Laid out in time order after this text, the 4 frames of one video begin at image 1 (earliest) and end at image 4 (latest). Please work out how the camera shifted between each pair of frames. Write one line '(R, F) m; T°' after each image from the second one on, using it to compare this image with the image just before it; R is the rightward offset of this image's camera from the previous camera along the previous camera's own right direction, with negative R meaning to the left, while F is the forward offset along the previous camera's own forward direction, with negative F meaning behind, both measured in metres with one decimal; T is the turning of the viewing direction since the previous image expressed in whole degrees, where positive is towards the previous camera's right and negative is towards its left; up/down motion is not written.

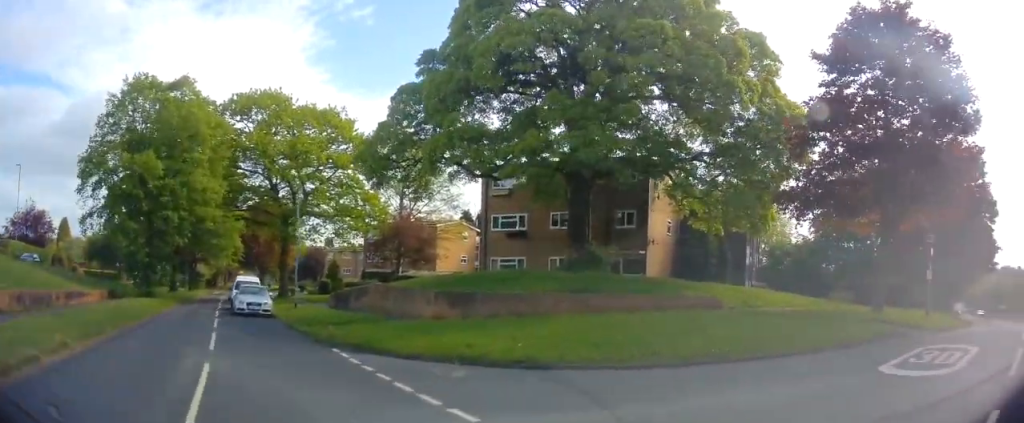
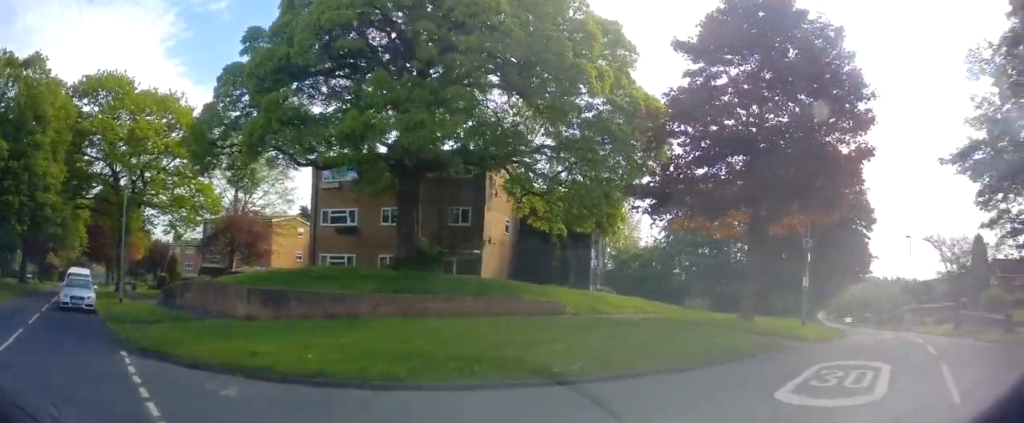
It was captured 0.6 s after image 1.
(+0.5, +1.8) m; +18°
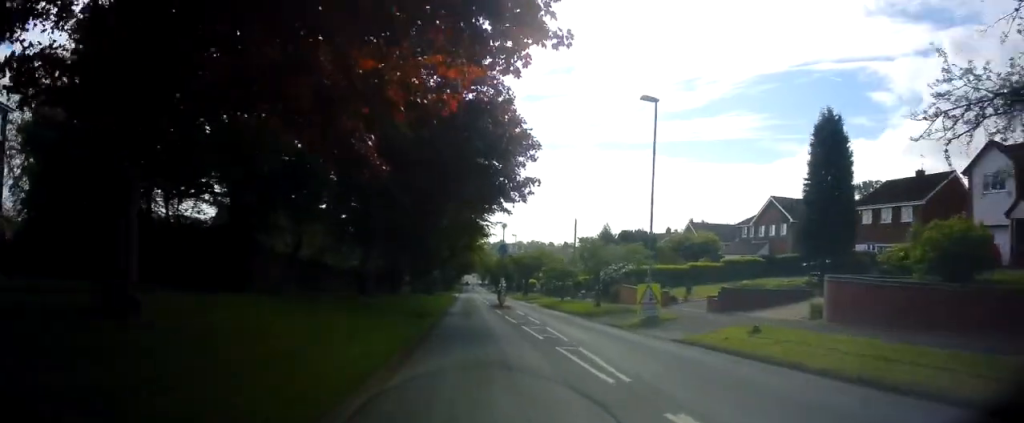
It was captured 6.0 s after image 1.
(+12.3, +28.7) m; +25°
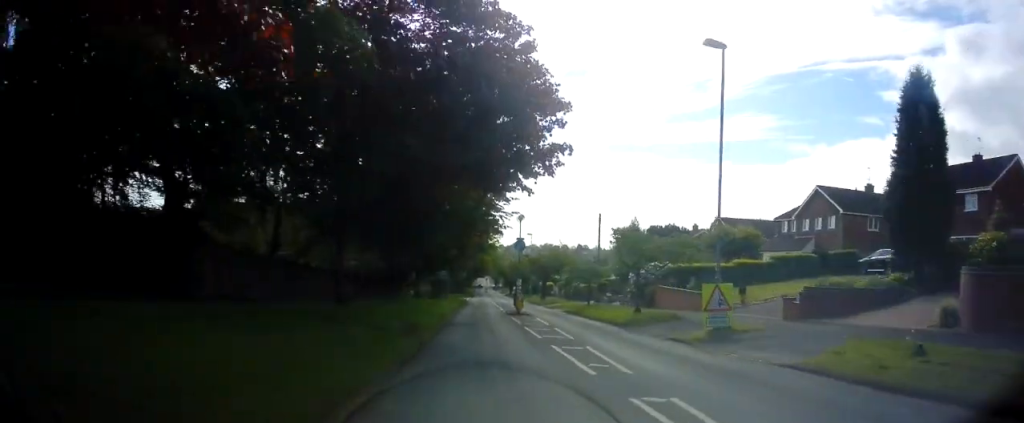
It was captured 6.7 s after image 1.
(+0.1, +5.3) m; -3°
